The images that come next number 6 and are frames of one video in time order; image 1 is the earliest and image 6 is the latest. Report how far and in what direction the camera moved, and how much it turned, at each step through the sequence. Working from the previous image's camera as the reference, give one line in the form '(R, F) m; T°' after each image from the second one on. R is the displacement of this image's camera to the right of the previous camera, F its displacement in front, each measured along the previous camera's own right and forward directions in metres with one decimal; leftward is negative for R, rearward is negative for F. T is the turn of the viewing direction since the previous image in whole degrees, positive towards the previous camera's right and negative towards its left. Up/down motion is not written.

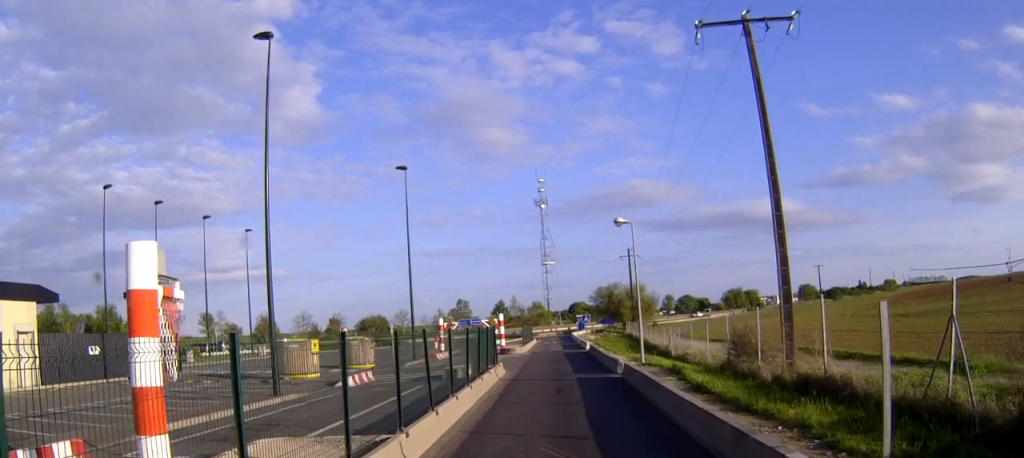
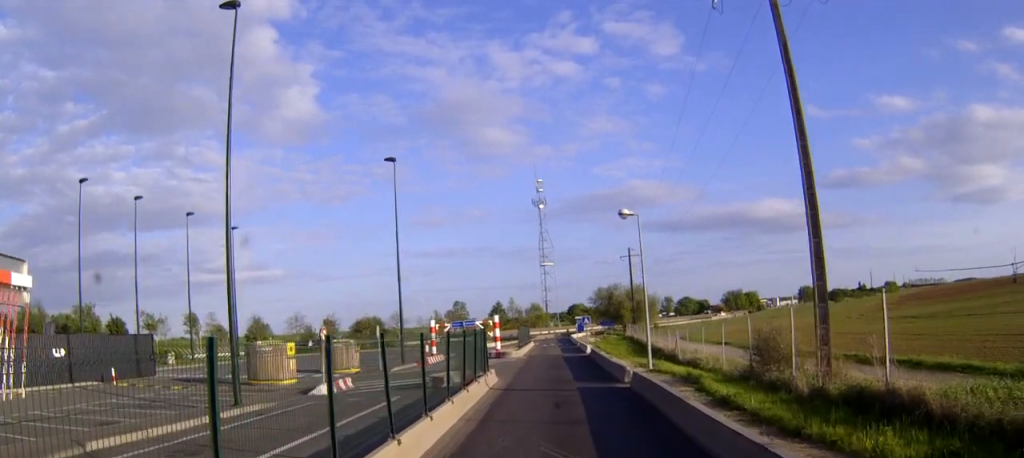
(0.0, +2.9) m; 0°
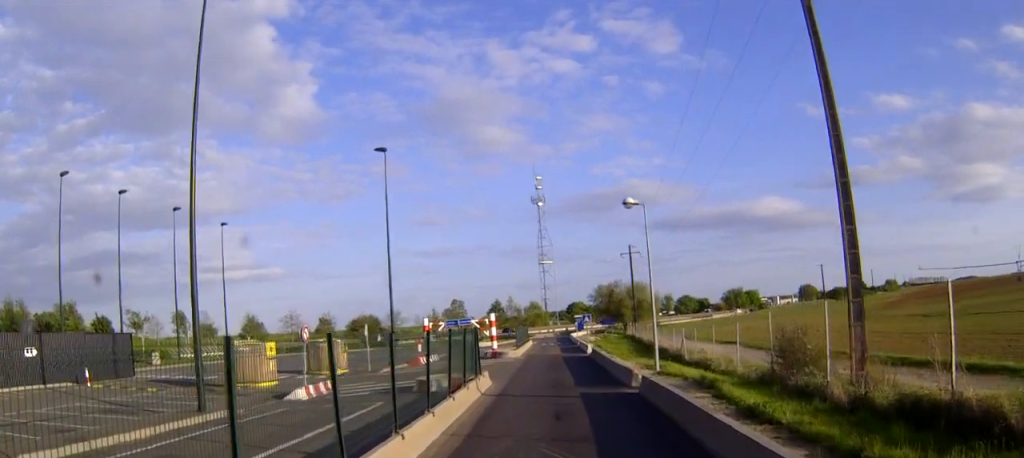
(0.0, +2.2) m; 0°
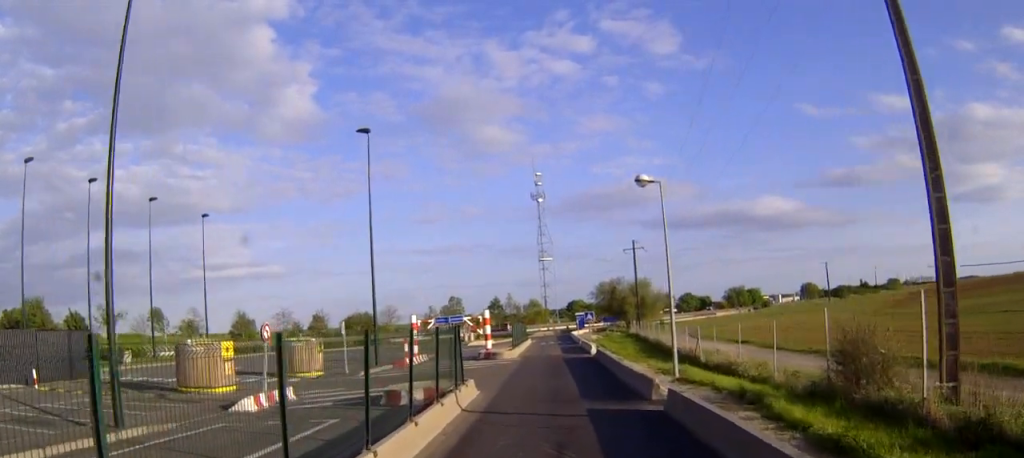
(0.0, +4.0) m; 0°
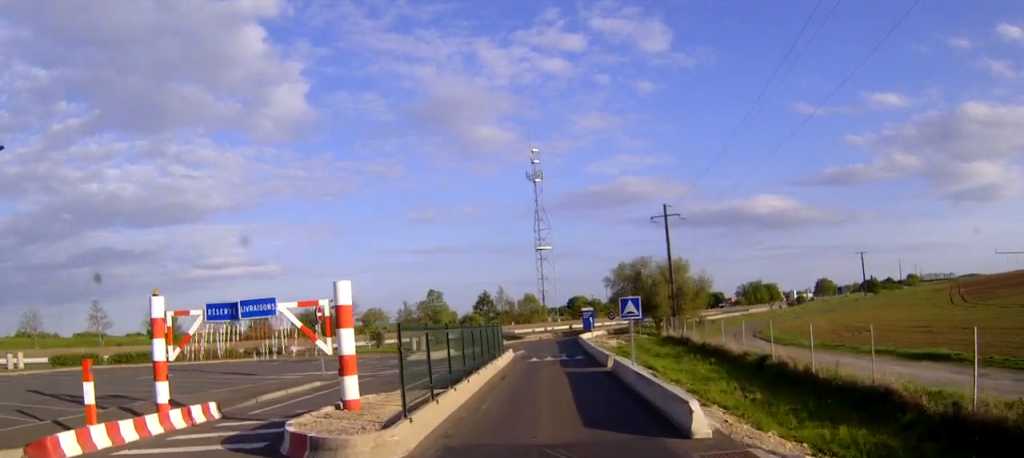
(-0.2, +27.8) m; -1°
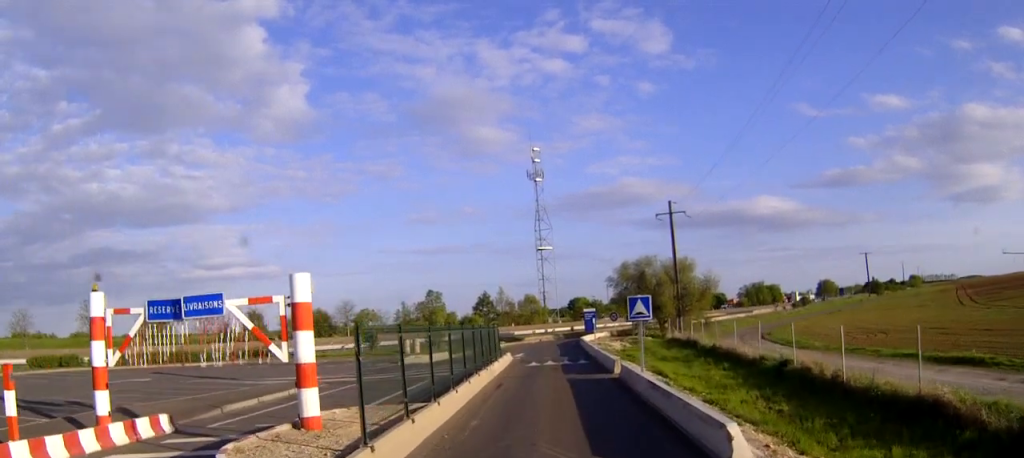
(0.0, +2.3) m; 0°
